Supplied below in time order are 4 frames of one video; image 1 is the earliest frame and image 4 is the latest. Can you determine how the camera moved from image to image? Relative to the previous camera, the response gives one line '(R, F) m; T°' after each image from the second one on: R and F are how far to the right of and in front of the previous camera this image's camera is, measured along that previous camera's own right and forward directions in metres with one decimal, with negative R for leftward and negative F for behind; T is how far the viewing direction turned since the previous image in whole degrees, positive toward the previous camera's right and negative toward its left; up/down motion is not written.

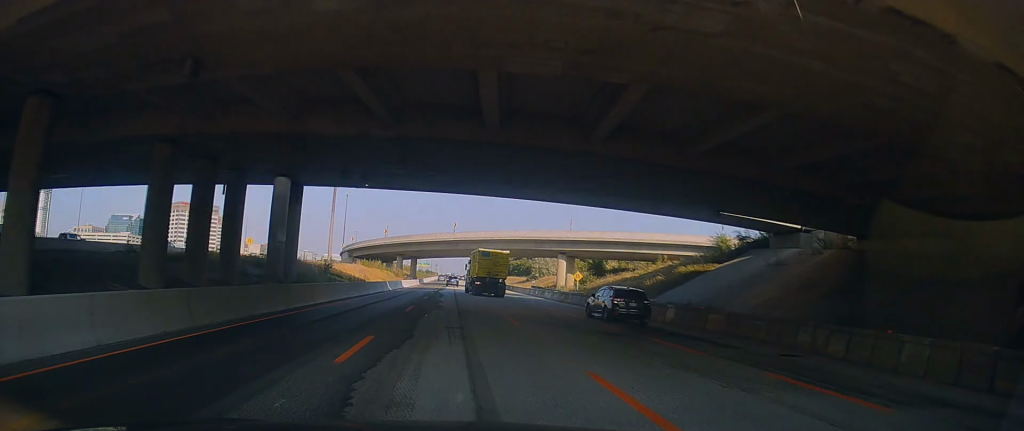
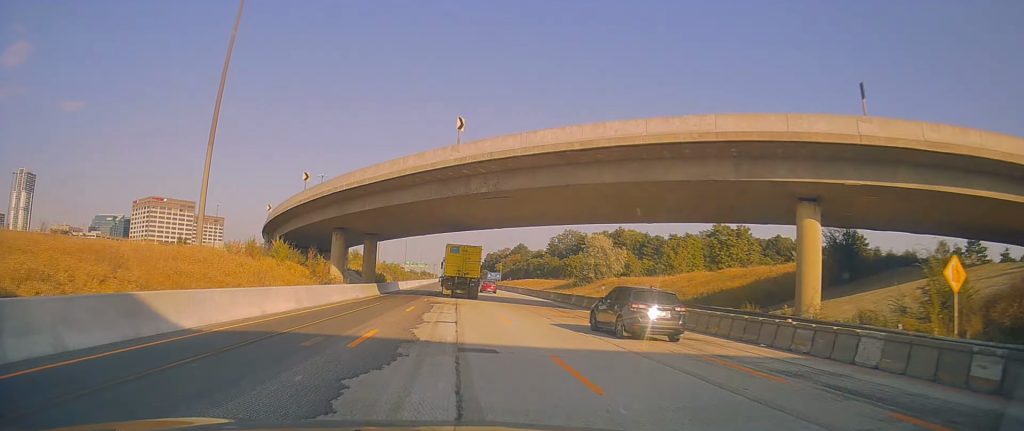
(+0.6, +59.2) m; 0°
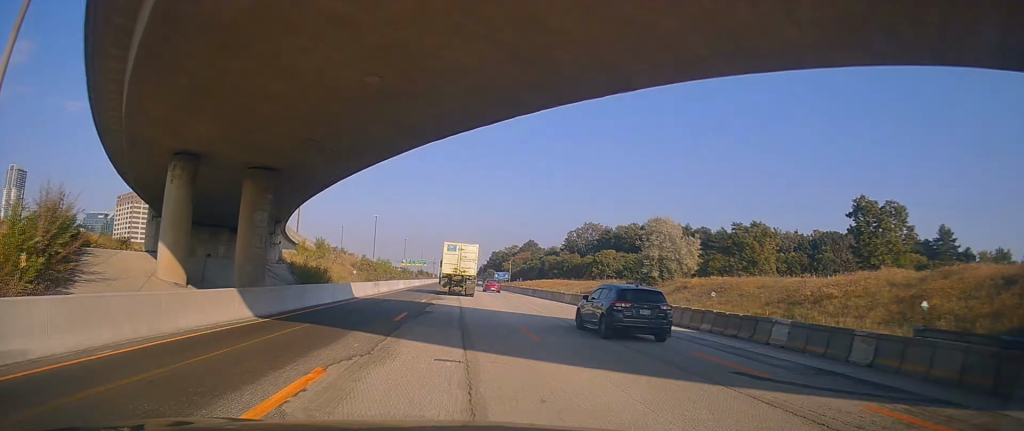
(+0.1, +29.3) m; +1°
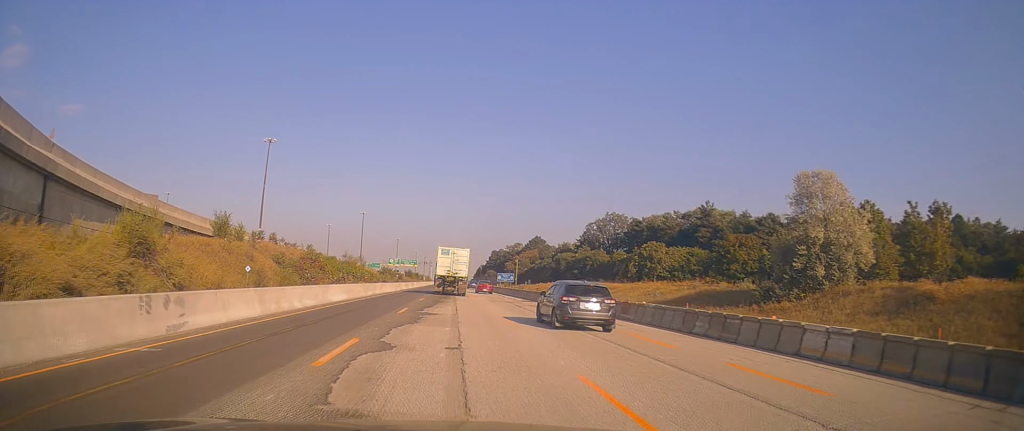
(-0.1, +32.5) m; 0°
